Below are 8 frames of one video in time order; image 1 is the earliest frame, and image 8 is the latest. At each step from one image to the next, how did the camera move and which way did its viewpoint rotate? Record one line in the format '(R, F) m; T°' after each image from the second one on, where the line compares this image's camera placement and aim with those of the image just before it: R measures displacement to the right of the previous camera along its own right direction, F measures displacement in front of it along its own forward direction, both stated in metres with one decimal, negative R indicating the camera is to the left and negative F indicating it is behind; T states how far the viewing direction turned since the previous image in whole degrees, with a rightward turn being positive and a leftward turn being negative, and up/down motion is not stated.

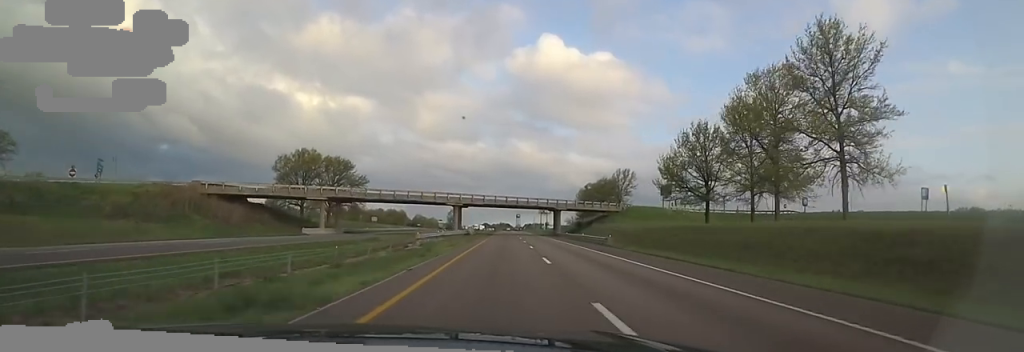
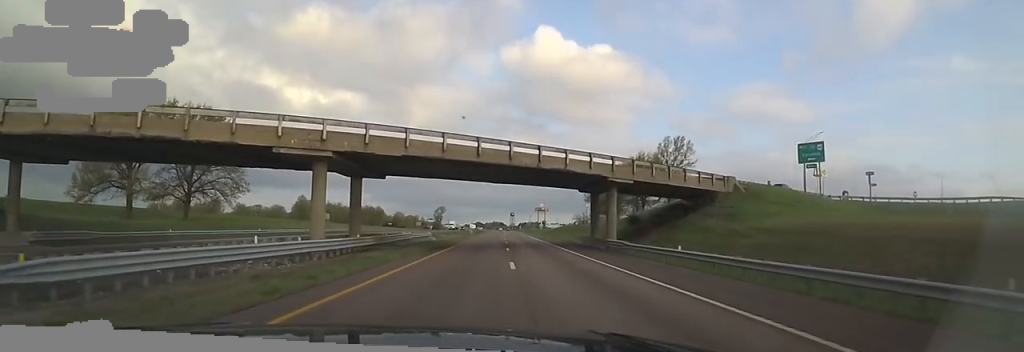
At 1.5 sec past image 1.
(-0.2, +51.6) m; 0°
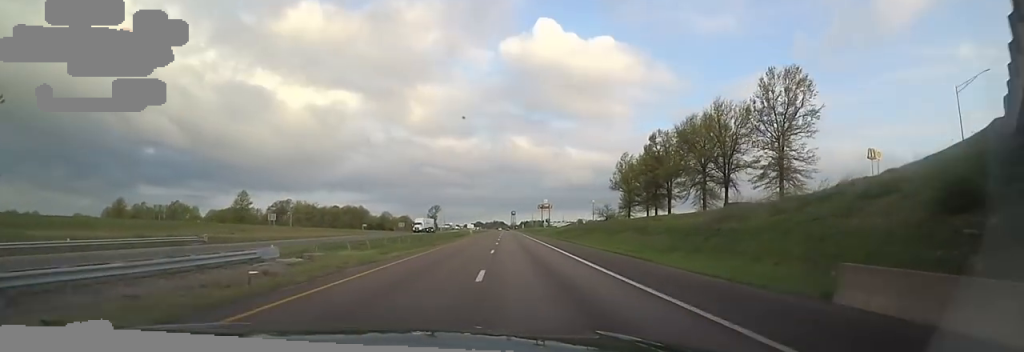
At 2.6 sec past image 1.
(+0.7, +40.4) m; +1°
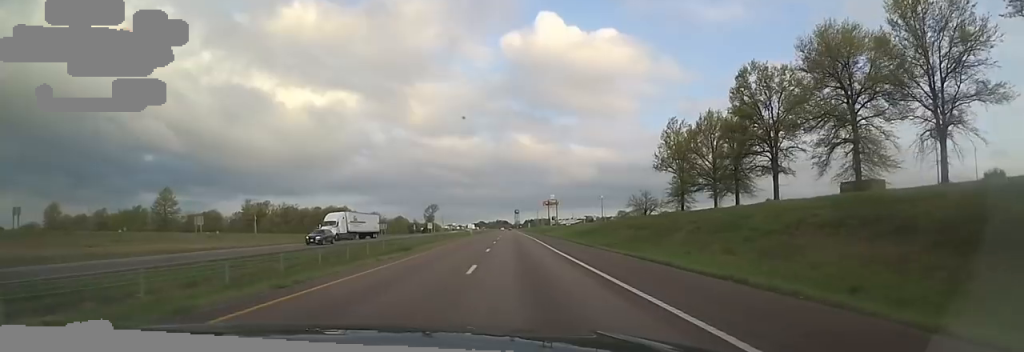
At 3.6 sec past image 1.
(-0.2, +33.8) m; -1°
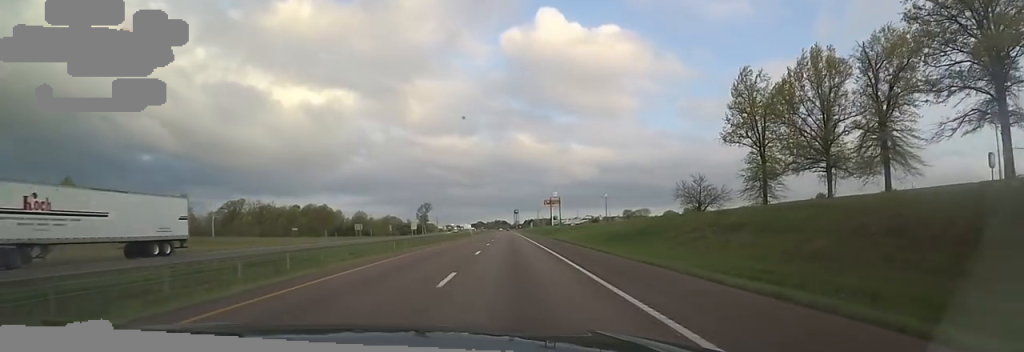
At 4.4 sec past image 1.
(-0.3, +26.6) m; 0°
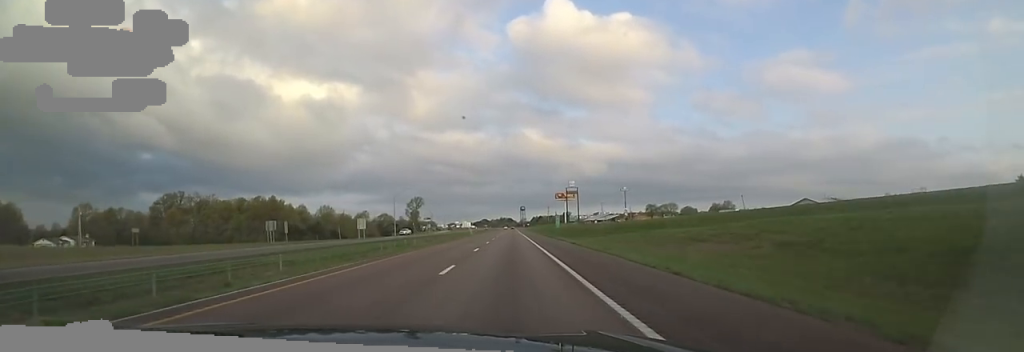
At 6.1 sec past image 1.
(-0.7, +57.6) m; -1°
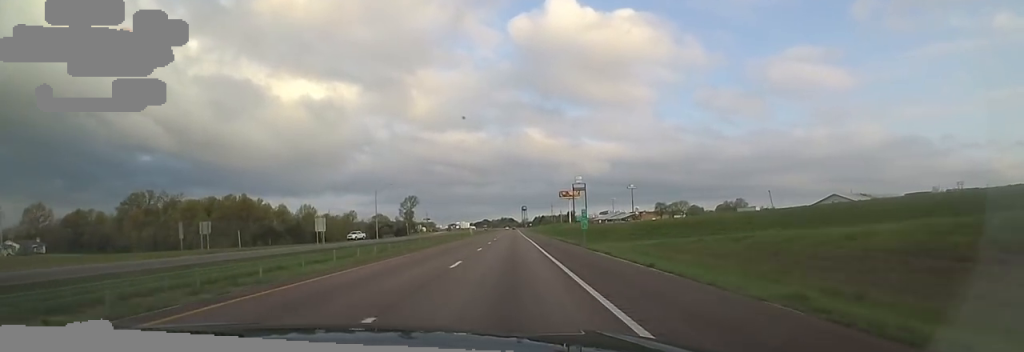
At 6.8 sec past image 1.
(+0.4, +21.9) m; 0°
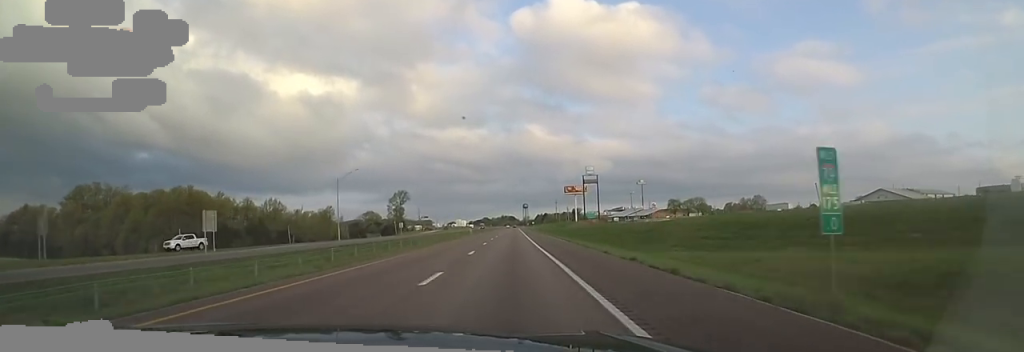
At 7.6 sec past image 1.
(+0.1, +30.1) m; -1°
